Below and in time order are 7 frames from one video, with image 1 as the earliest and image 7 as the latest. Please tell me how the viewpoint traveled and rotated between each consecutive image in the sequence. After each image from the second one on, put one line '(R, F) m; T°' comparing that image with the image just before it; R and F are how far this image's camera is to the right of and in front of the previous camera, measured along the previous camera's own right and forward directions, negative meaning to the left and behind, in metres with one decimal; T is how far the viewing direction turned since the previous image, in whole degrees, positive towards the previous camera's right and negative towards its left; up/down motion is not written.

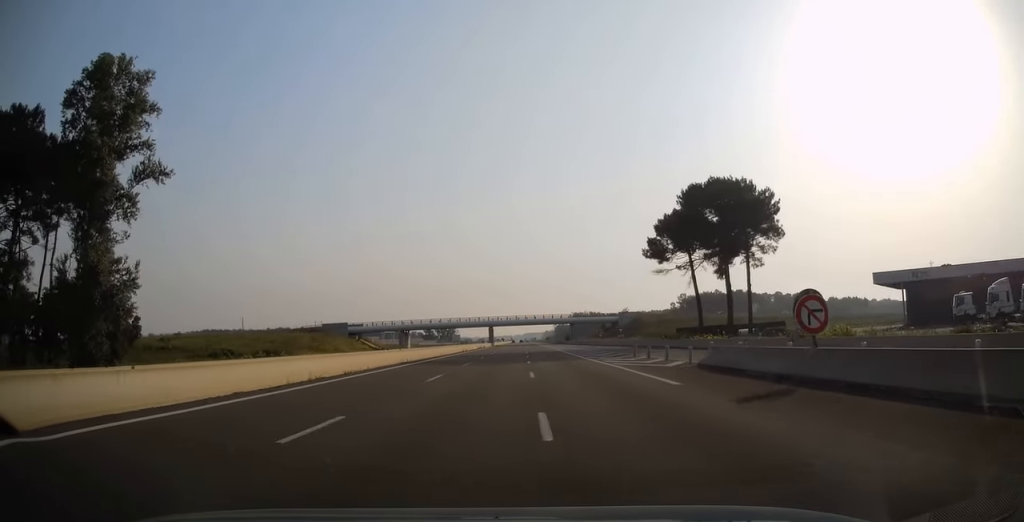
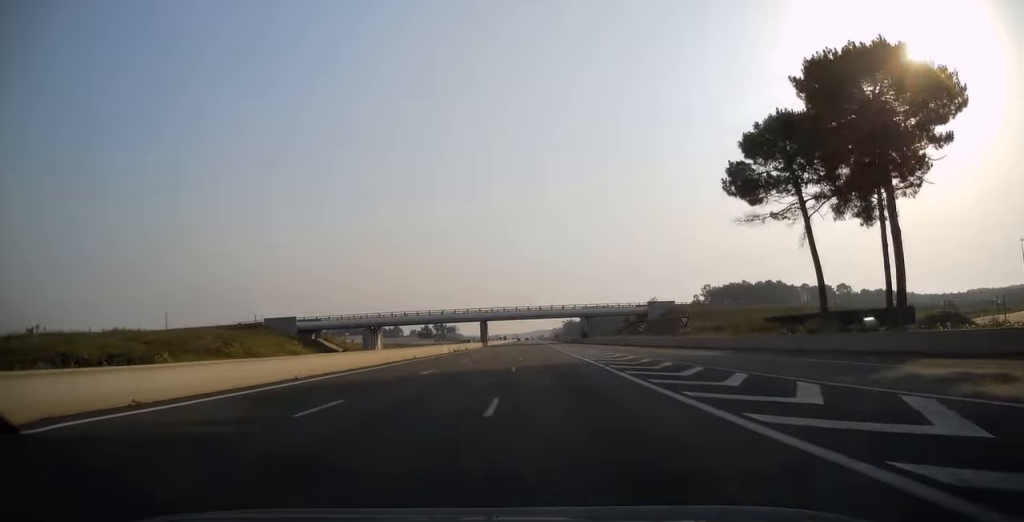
(0.0, +36.2) m; 0°
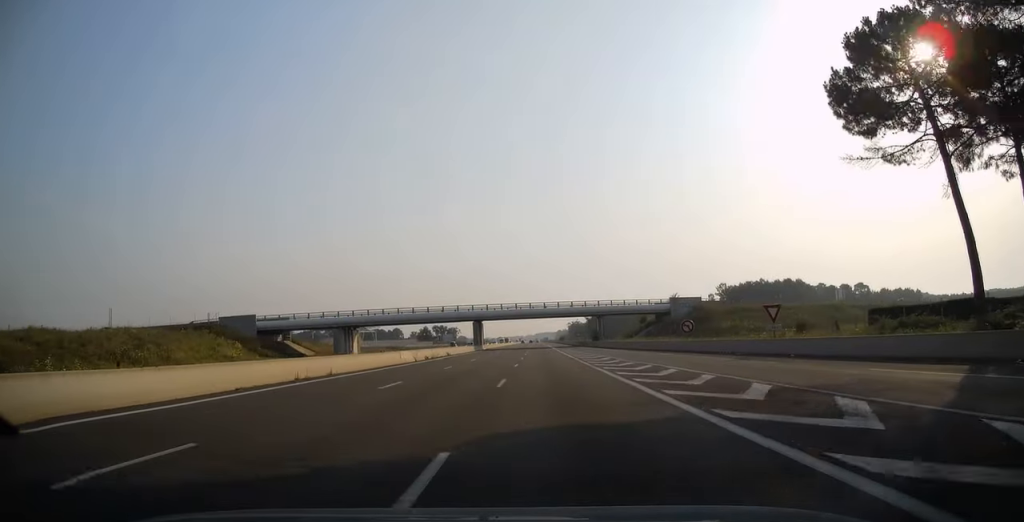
(0.0, +19.2) m; -1°
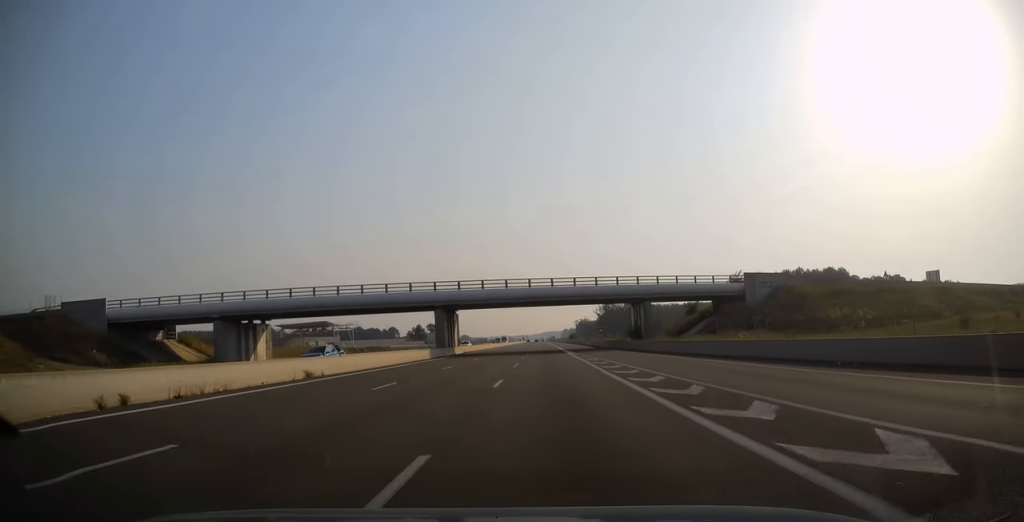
(-0.6, +39.4) m; -1°
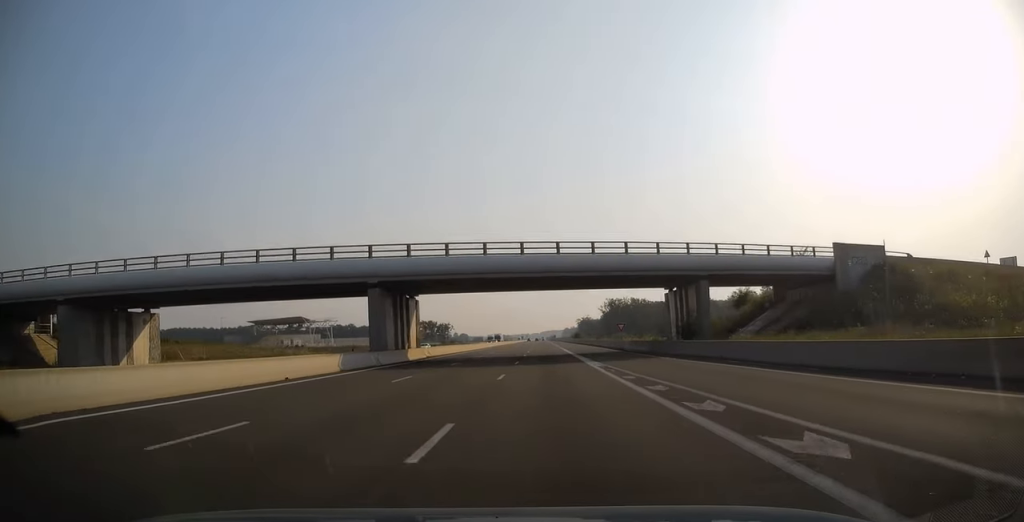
(0.0, +23.7) m; 0°
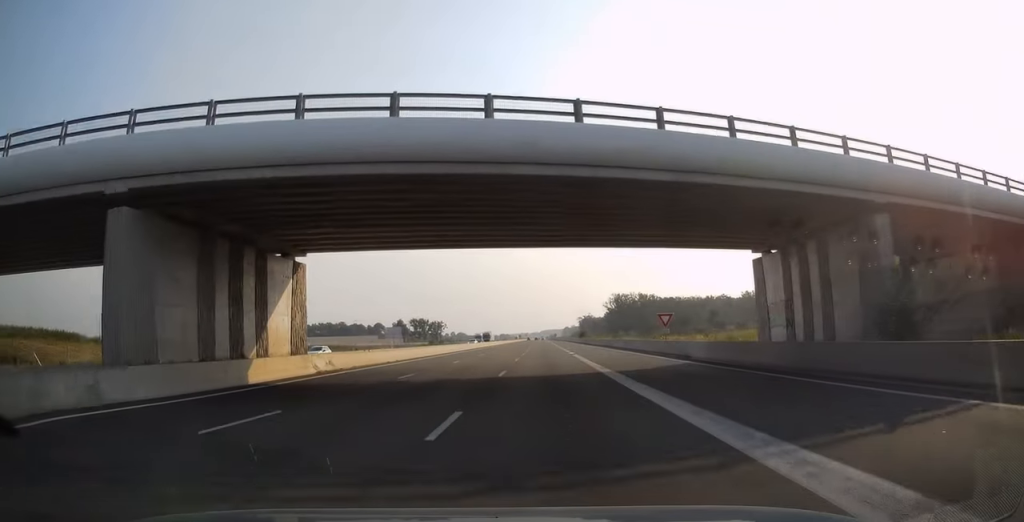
(-0.1, +24.6) m; 0°
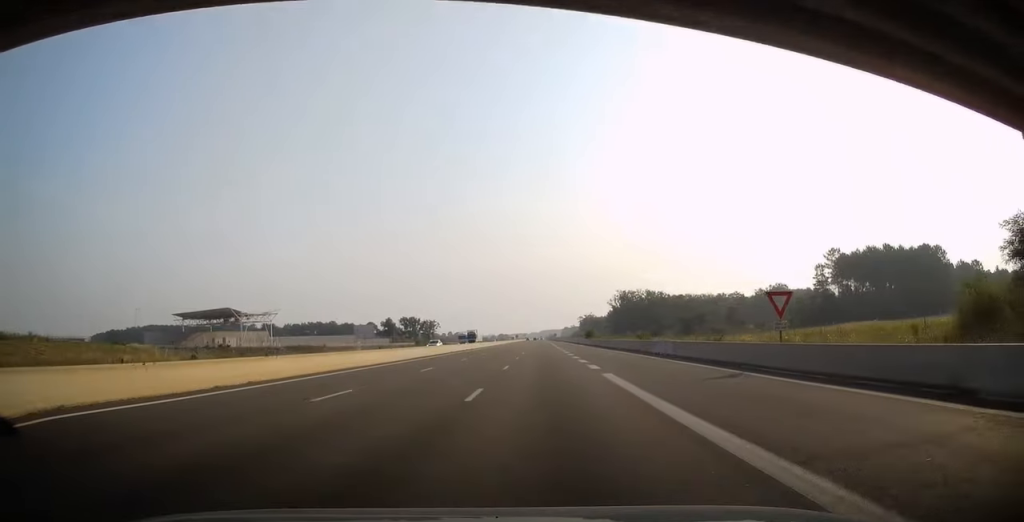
(-0.1, +21.1) m; 0°
